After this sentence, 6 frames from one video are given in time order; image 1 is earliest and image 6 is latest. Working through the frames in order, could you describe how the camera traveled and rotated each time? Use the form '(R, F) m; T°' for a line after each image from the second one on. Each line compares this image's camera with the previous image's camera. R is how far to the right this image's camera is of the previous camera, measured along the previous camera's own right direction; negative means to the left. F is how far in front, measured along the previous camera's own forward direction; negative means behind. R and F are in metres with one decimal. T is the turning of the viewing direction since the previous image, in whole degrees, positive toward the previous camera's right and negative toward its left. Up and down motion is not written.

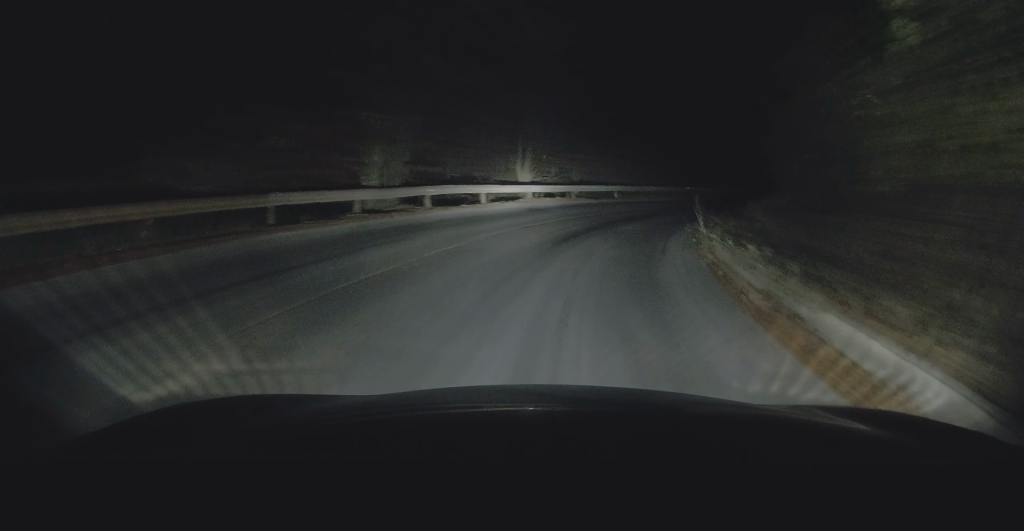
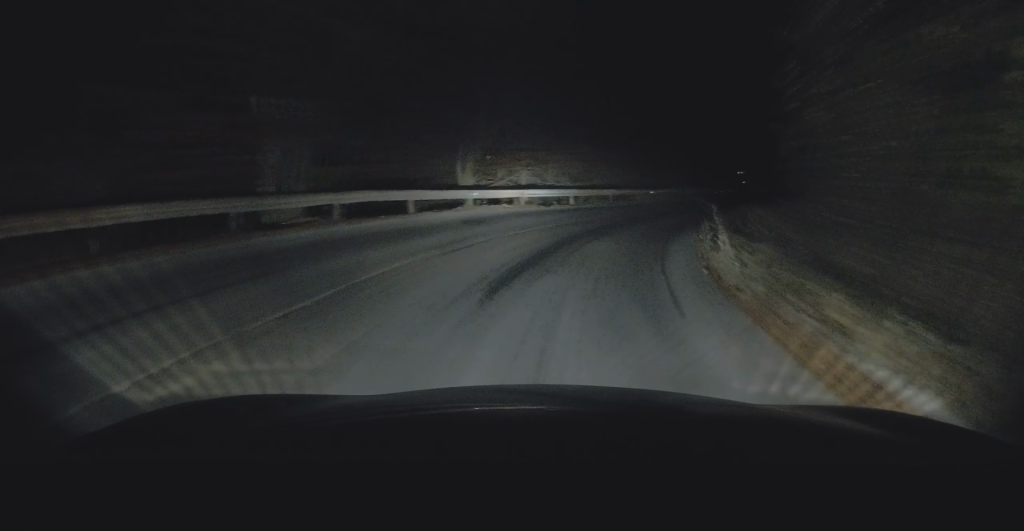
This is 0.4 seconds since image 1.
(+0.4, +4.6) m; +4°
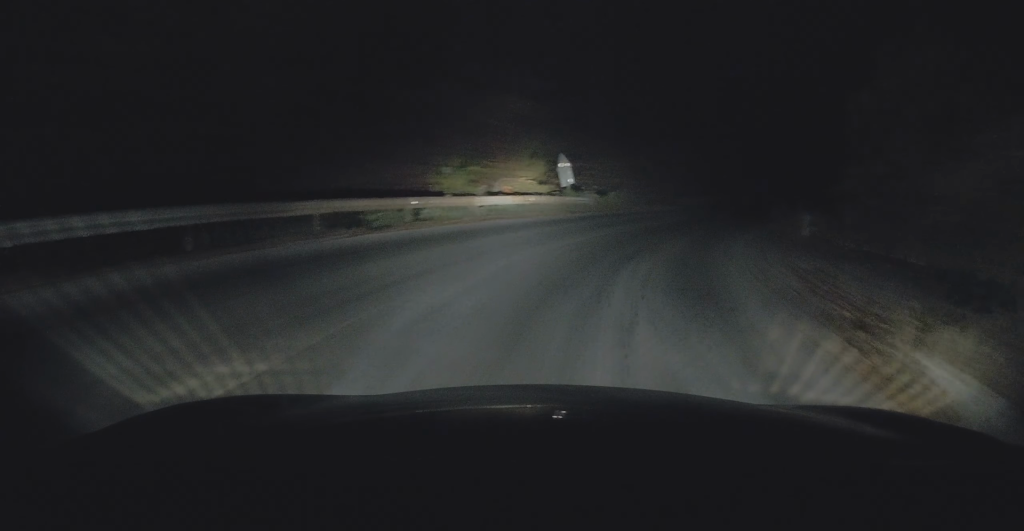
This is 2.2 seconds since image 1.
(+2.8, +18.7) m; +17°
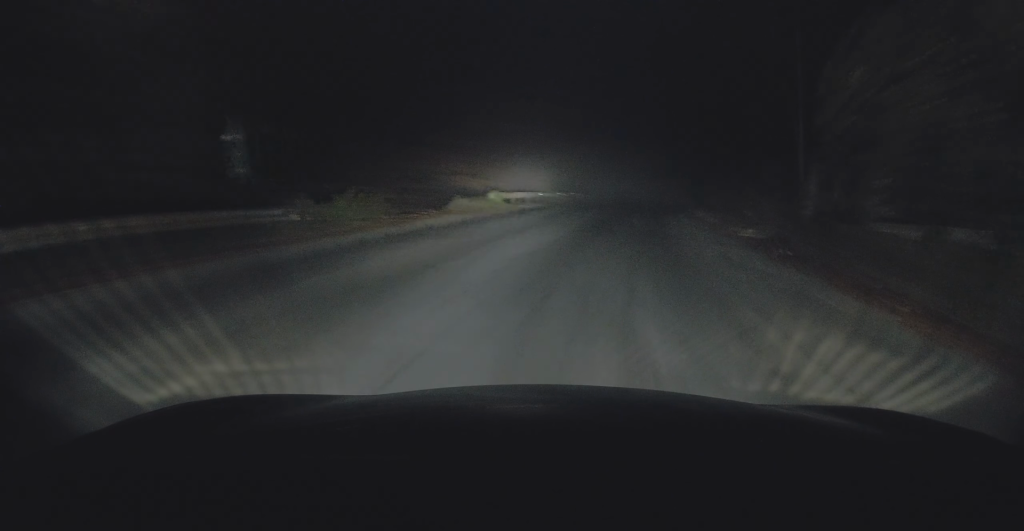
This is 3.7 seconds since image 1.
(+2.6, +15.1) m; +21°
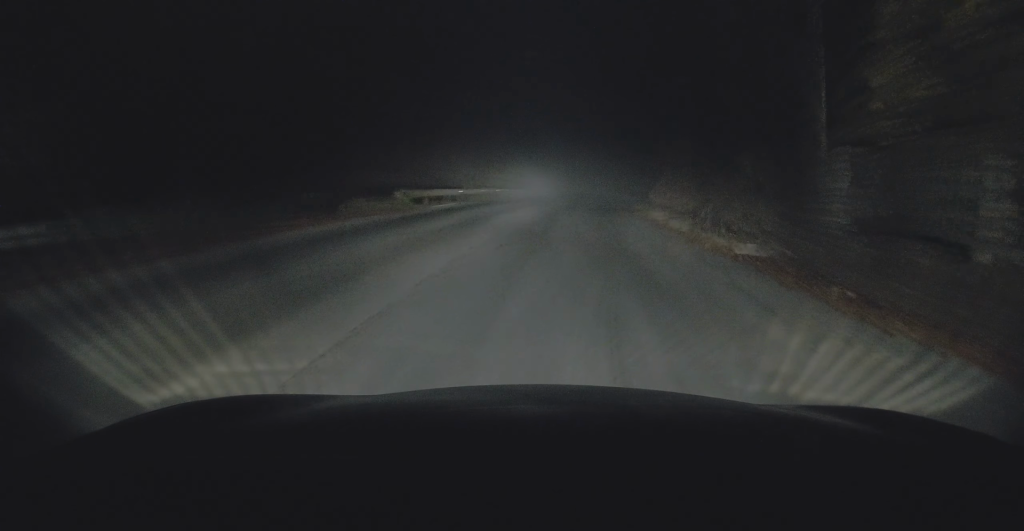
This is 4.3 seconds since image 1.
(+0.4, +5.4) m; +6°
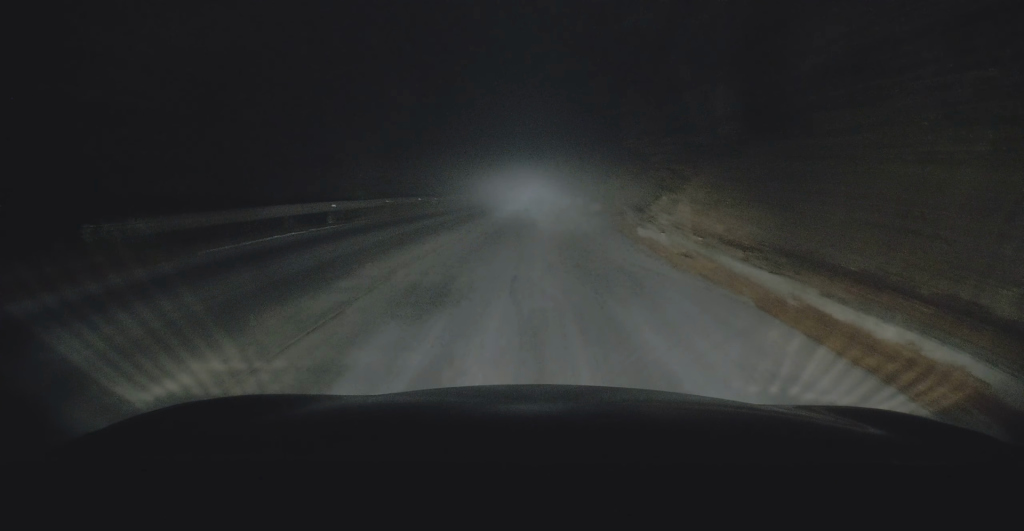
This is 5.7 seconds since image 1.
(+1.5, +14.6) m; +8°
